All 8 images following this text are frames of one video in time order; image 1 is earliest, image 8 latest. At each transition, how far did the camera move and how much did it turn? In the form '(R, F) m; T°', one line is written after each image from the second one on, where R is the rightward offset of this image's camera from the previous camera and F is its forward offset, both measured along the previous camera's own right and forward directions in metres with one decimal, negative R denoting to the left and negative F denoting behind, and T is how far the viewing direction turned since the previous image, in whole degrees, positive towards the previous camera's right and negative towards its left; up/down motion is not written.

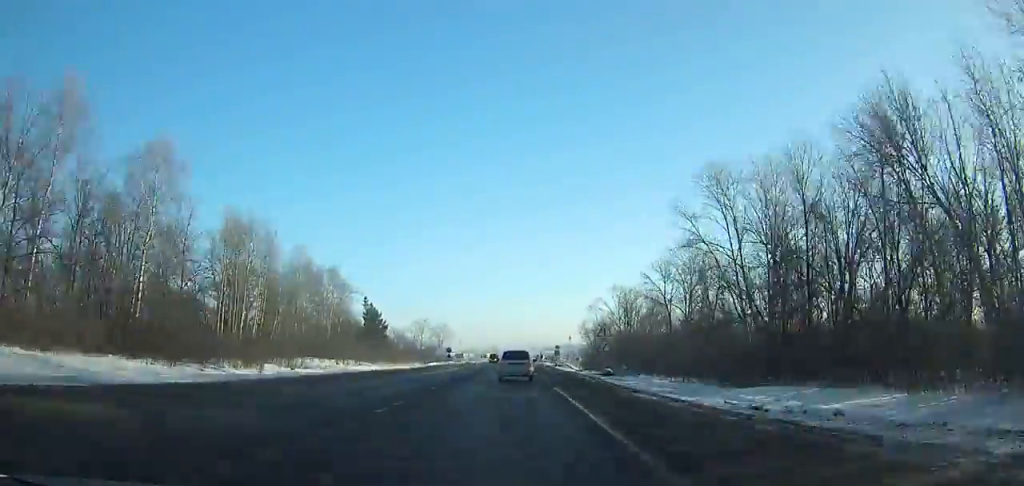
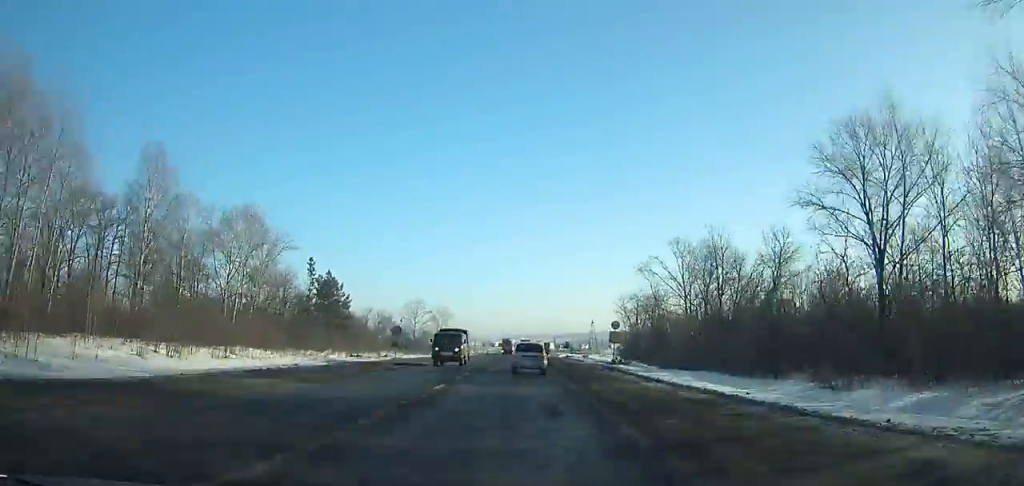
(-0.2, +47.5) m; 0°
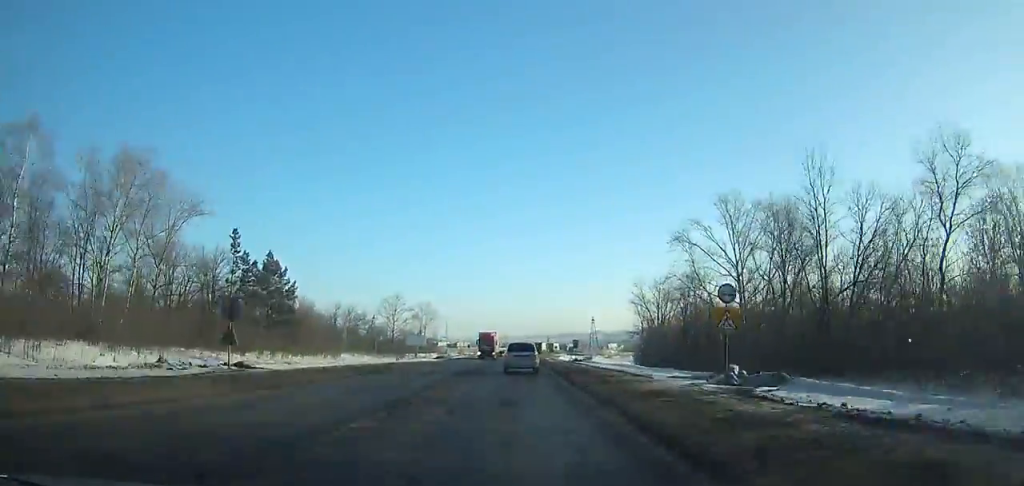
(+0.1, +26.4) m; 0°
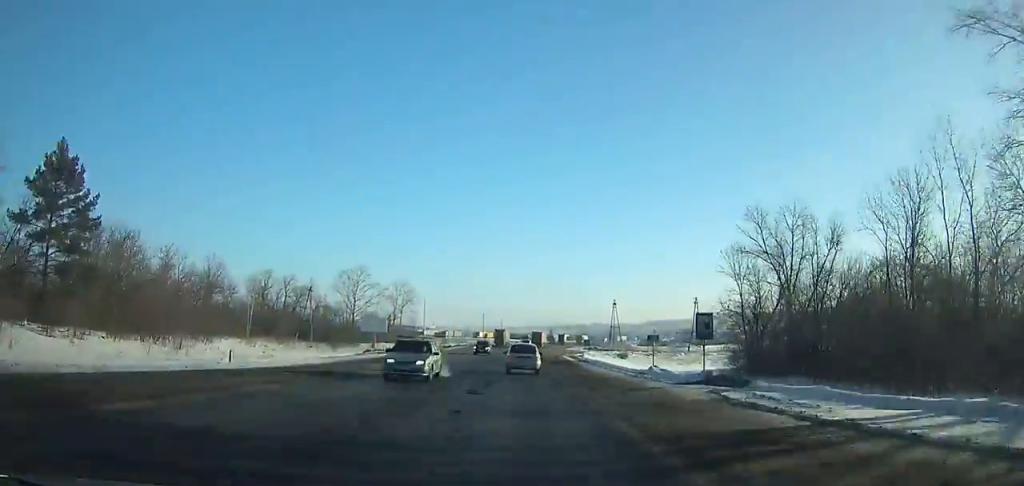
(+0.3, +50.5) m; +1°
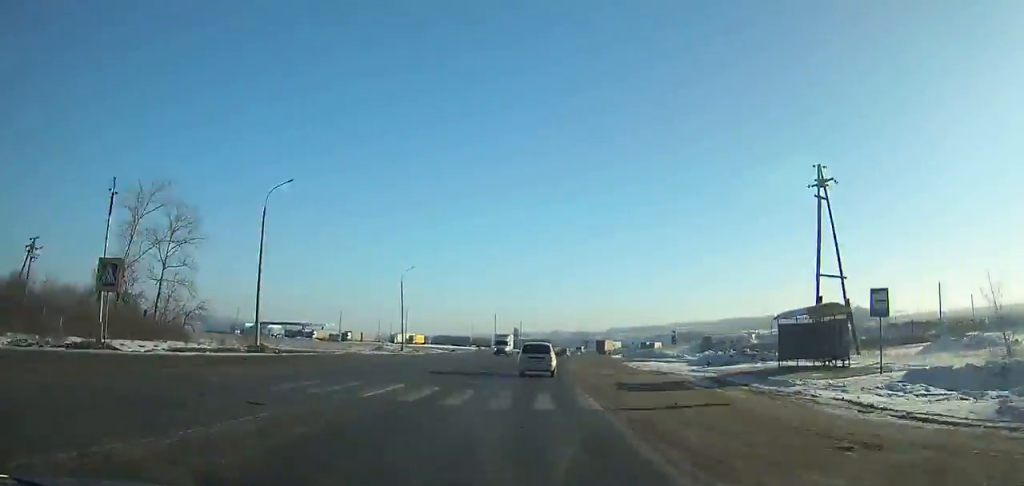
(+5.6, +128.4) m; +7°
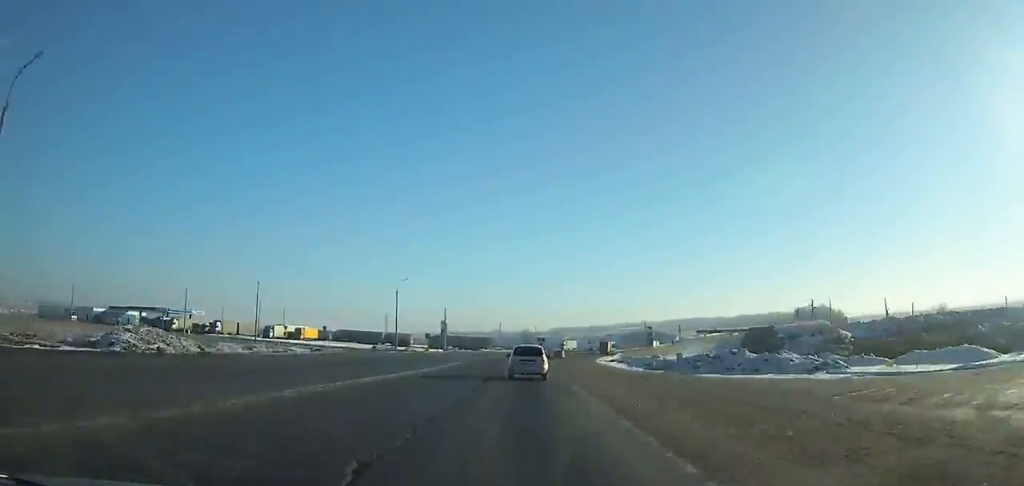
(+2.5, +56.6) m; +5°
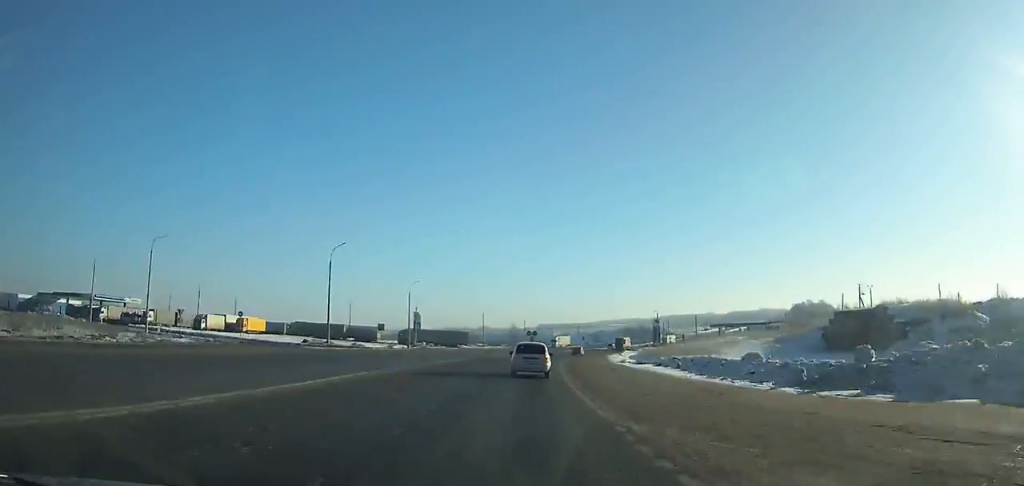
(+0.8, +25.8) m; +3°
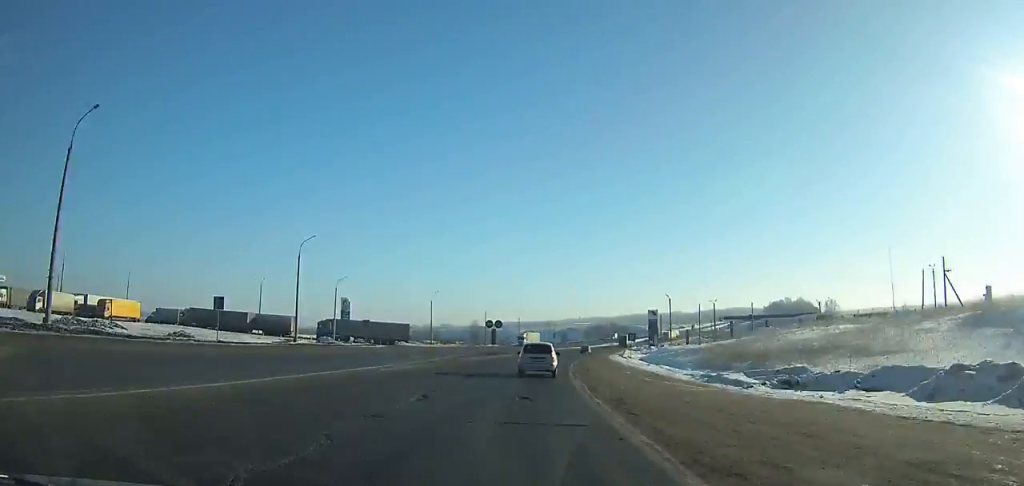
(+0.2, +35.1) m; +4°
